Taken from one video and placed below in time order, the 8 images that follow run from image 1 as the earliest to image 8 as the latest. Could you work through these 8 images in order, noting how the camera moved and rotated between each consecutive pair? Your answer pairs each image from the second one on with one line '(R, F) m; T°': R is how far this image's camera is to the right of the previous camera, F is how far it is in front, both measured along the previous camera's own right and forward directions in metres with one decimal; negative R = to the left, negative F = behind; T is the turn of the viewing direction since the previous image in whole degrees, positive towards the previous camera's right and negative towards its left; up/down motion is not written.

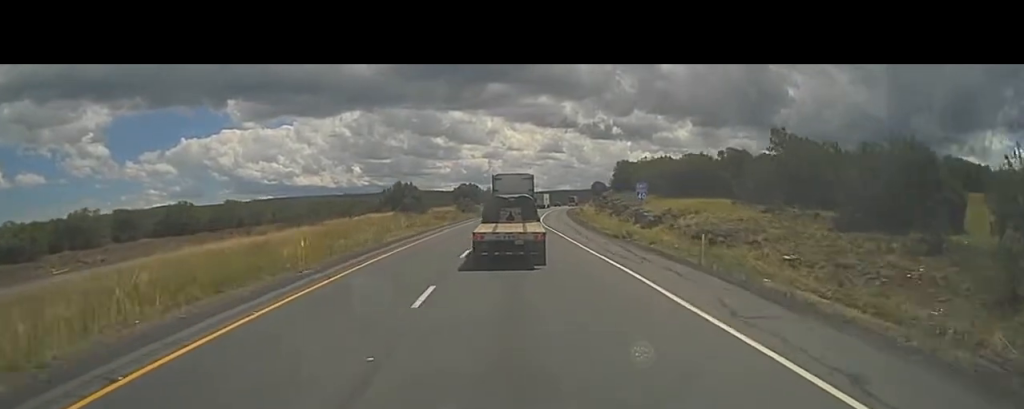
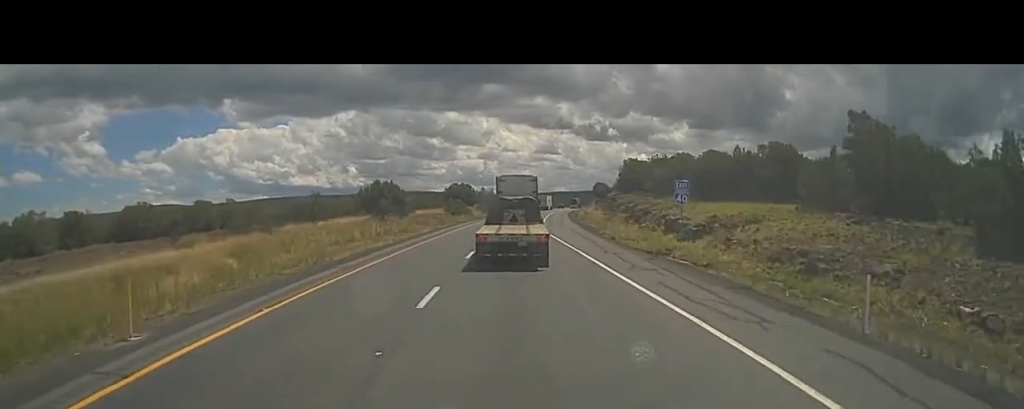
(-0.1, +11.5) m; 0°
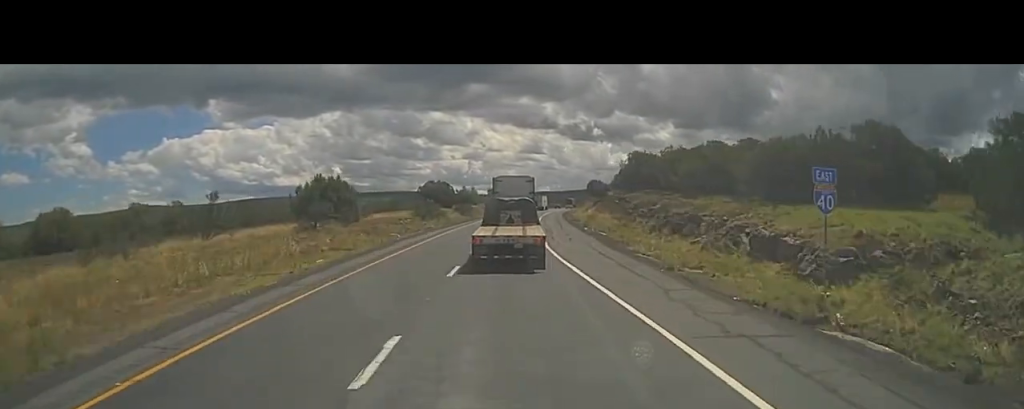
(+0.4, +18.6) m; +1°
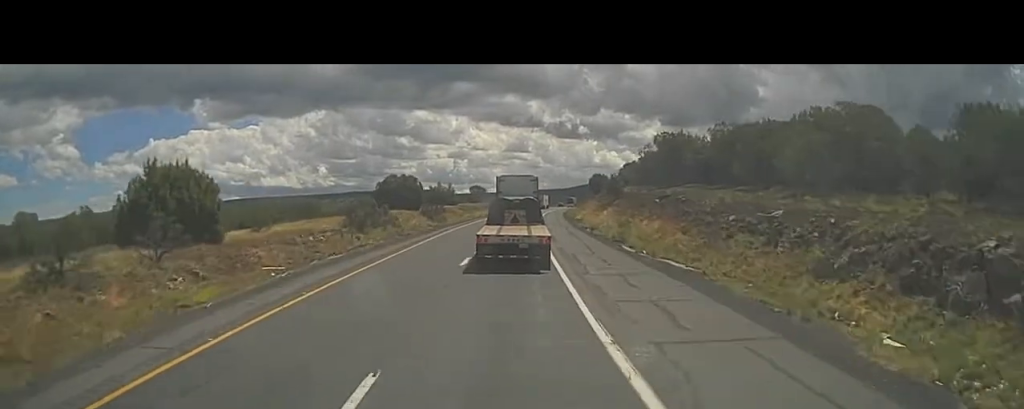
(0.0, +26.4) m; +1°
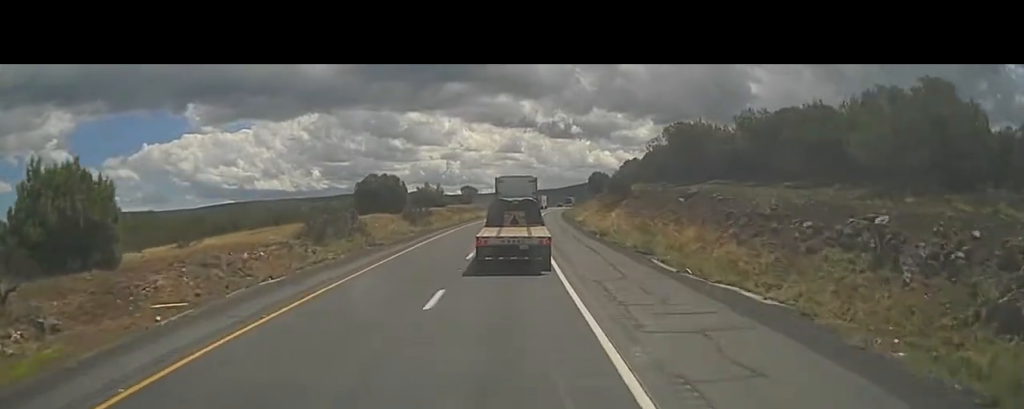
(-0.1, +9.1) m; +1°
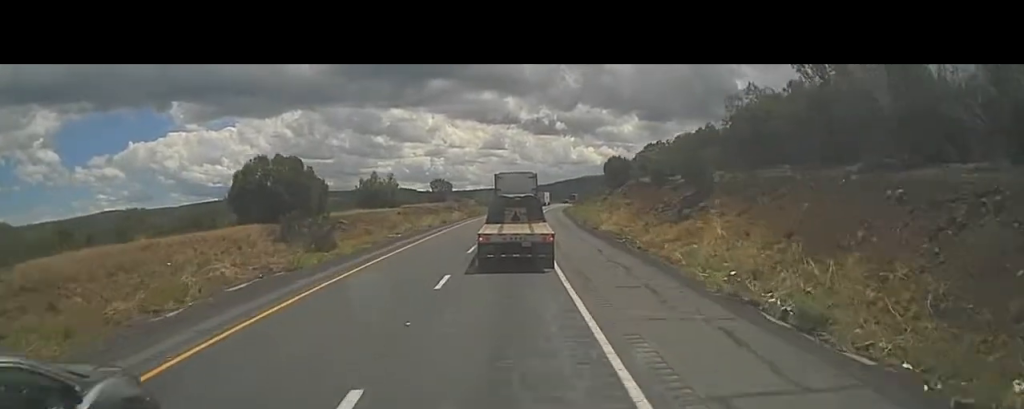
(+1.0, +34.8) m; +2°
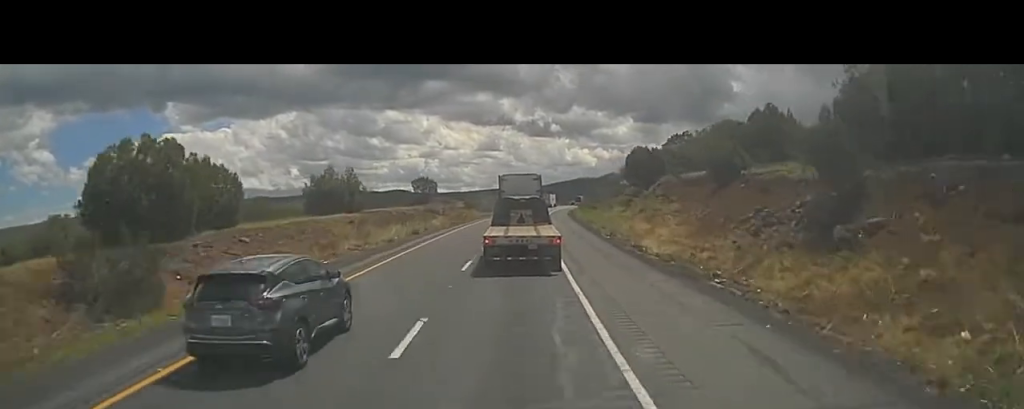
(0.0, +18.3) m; 0°
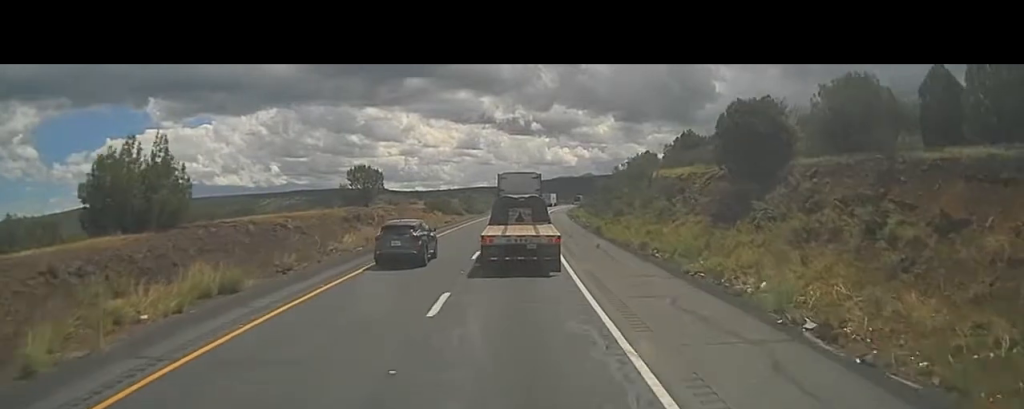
(+0.4, +32.9) m; +2°
